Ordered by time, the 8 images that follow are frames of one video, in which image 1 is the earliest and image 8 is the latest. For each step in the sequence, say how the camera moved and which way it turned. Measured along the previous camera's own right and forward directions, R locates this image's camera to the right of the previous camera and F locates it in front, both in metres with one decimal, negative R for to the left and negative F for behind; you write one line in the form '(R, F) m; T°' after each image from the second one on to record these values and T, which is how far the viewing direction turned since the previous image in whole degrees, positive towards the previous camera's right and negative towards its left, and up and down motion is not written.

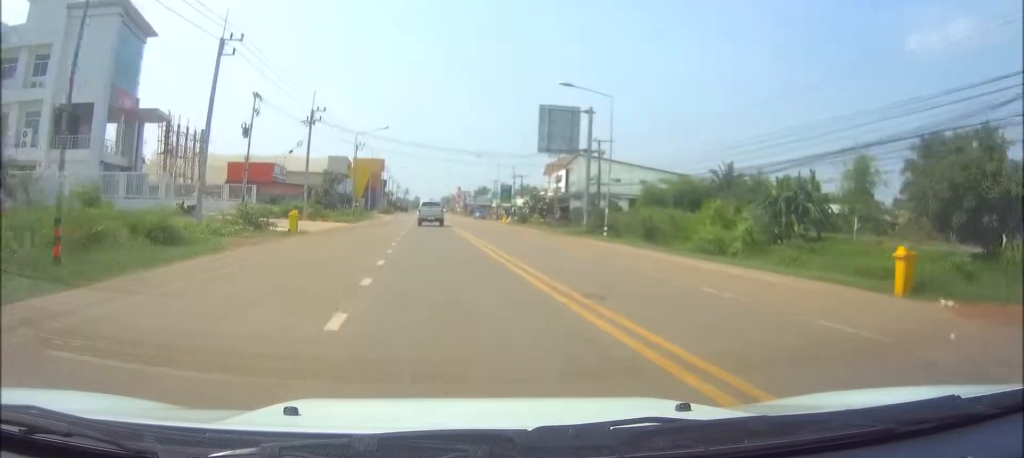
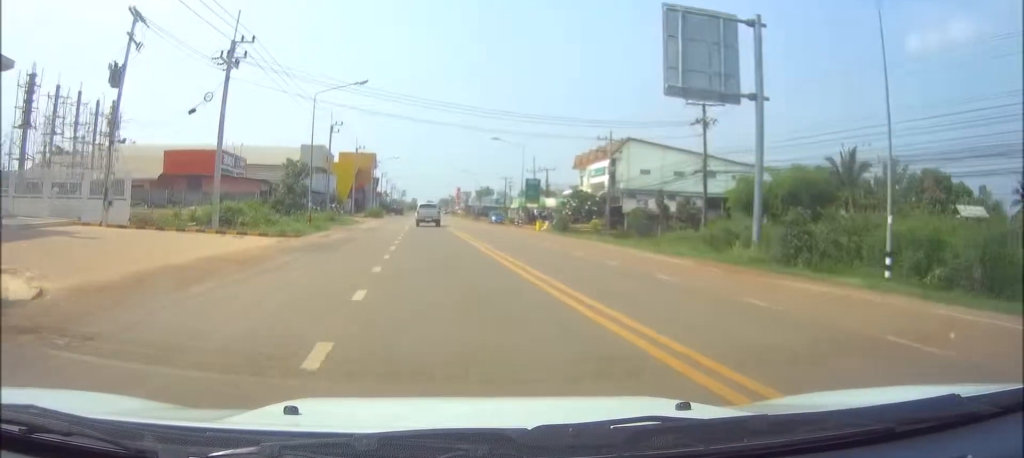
(0.0, +26.3) m; 0°
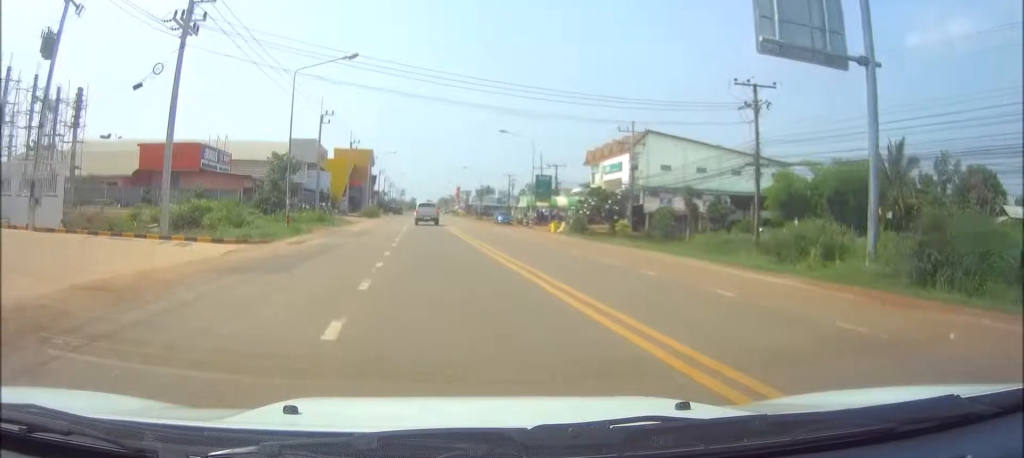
(0.0, +7.4) m; 0°
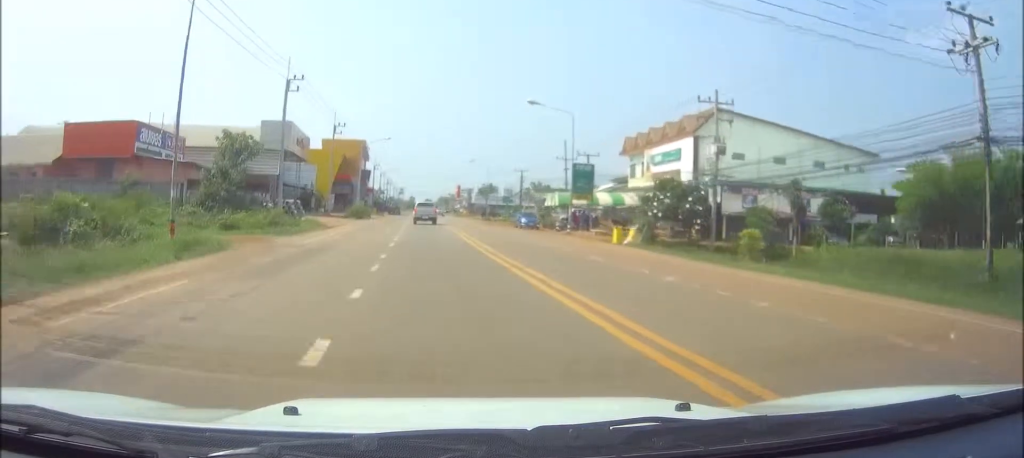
(0.0, +17.1) m; 0°
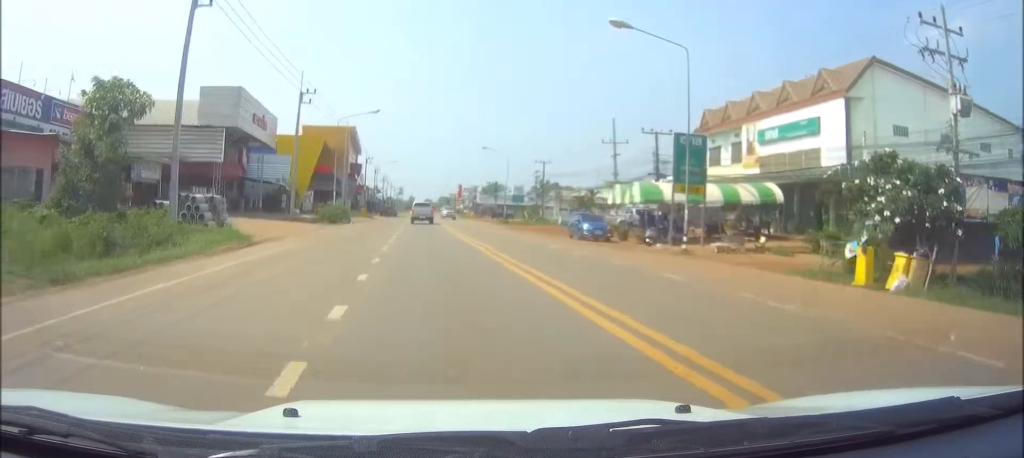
(0.0, +20.9) m; 0°
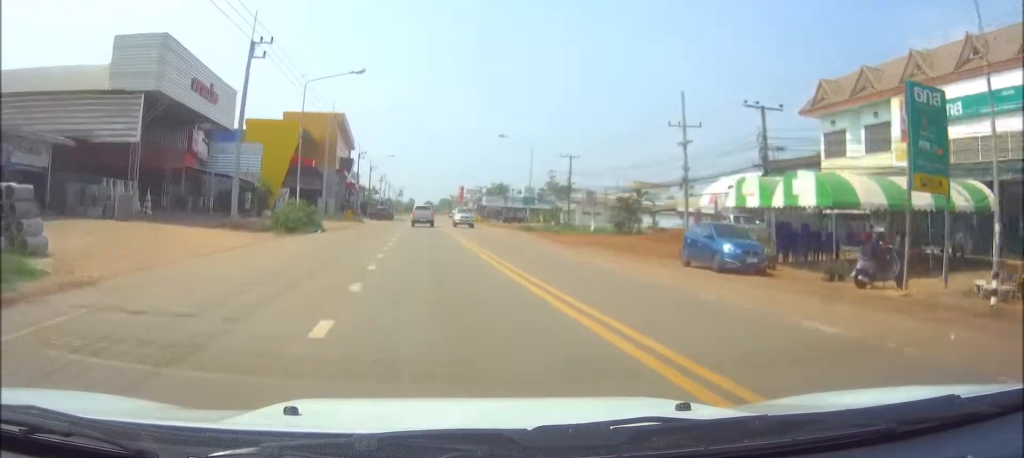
(0.0, +17.2) m; 0°
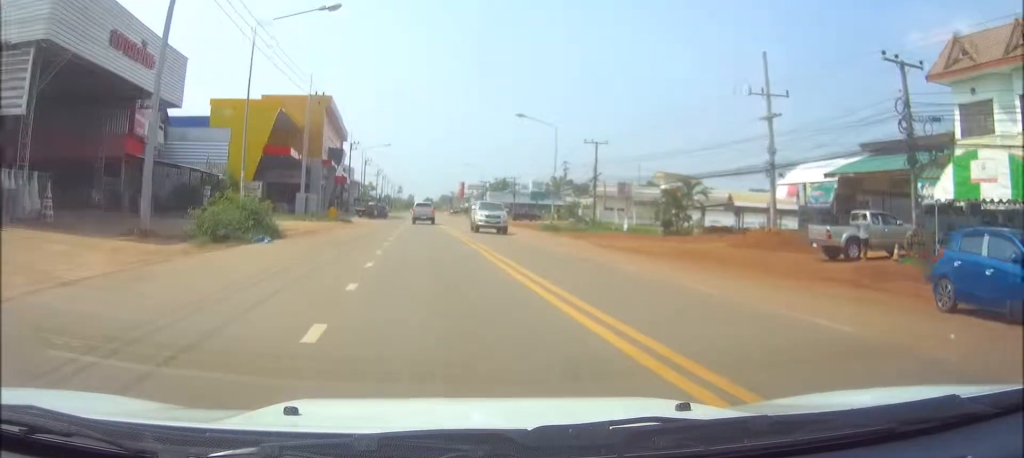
(0.0, +12.1) m; 0°
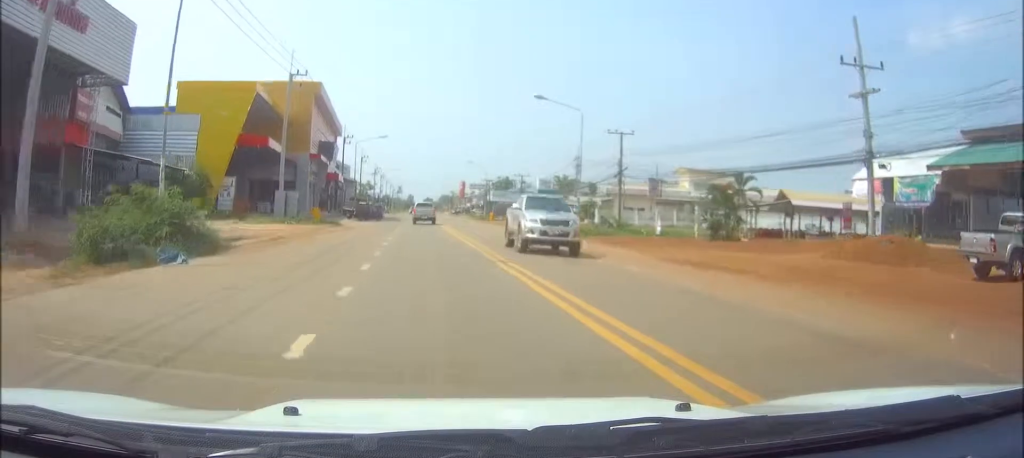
(0.0, +8.4) m; 0°
